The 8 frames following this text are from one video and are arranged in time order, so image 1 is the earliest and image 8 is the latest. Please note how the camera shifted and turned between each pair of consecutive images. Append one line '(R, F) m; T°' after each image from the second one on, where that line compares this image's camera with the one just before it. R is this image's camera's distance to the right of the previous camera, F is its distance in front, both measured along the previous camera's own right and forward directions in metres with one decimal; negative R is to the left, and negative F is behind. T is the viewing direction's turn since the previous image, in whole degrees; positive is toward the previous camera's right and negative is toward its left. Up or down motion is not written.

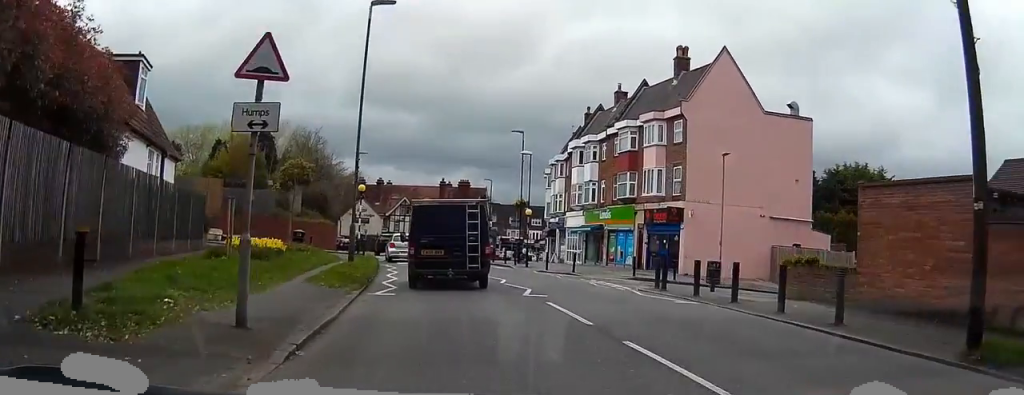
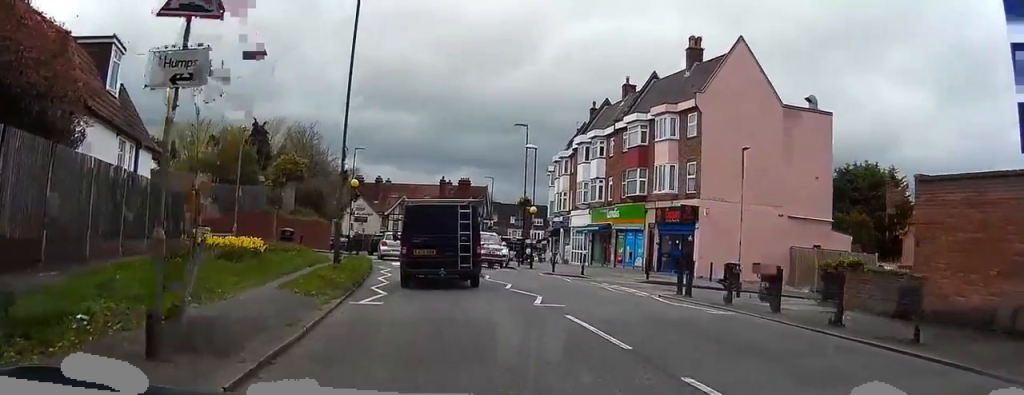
(-0.1, +2.2) m; 0°
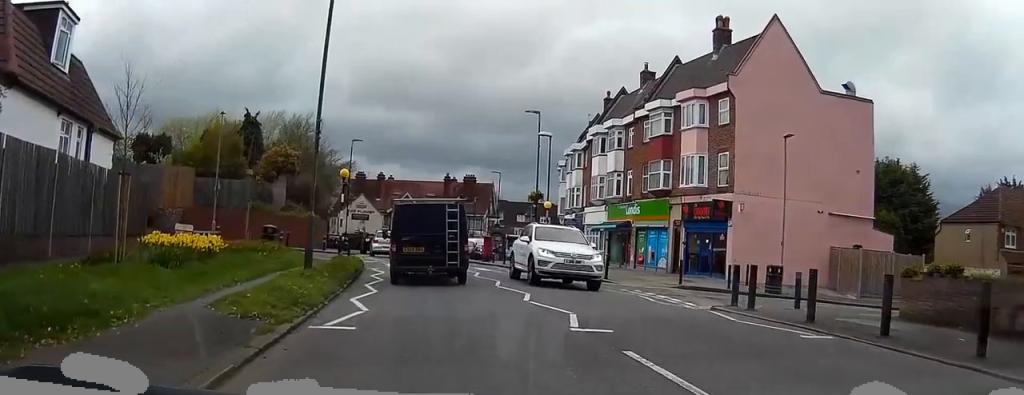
(+0.1, +4.4) m; +2°
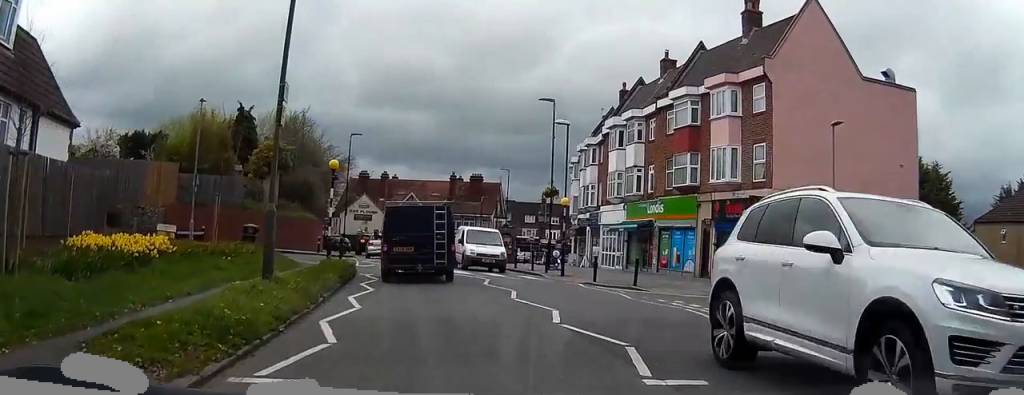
(0.0, +4.3) m; 0°
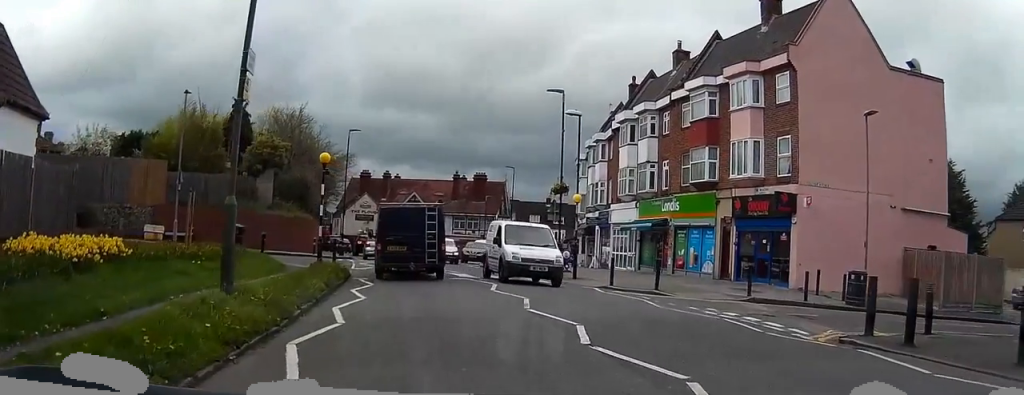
(0.0, +2.7) m; -1°
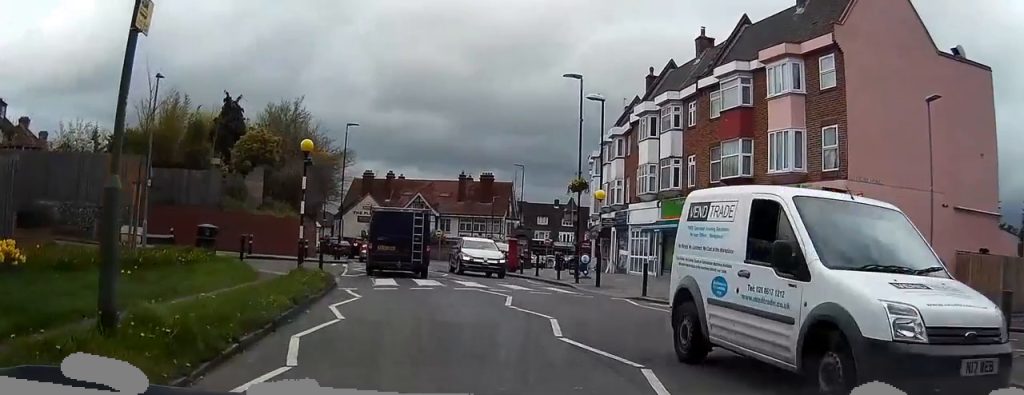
(-0.1, +4.2) m; -3°
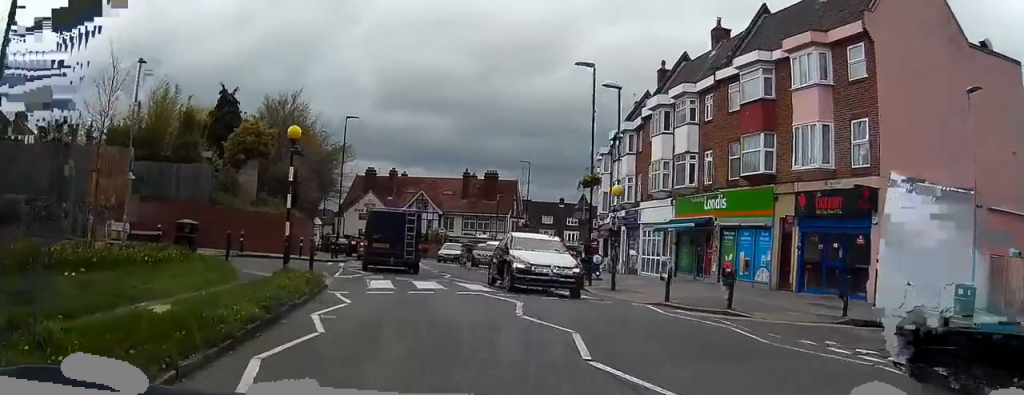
(0.0, +2.3) m; -3°
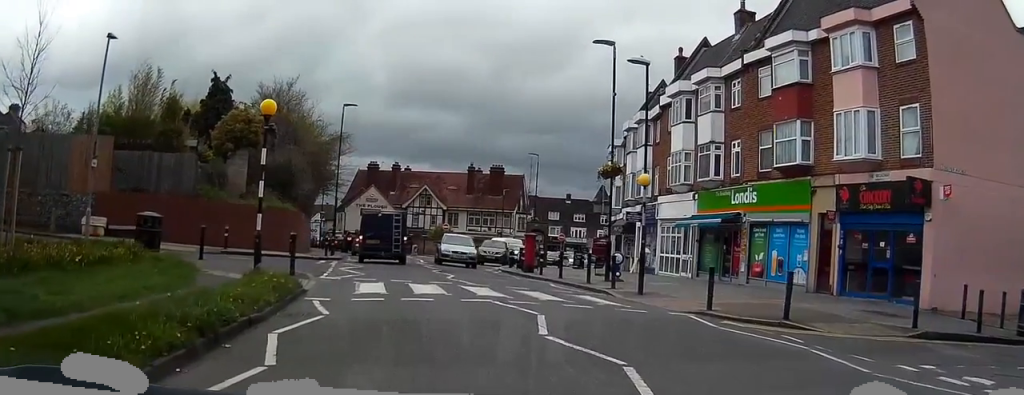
(-0.2, +3.4) m; -3°
